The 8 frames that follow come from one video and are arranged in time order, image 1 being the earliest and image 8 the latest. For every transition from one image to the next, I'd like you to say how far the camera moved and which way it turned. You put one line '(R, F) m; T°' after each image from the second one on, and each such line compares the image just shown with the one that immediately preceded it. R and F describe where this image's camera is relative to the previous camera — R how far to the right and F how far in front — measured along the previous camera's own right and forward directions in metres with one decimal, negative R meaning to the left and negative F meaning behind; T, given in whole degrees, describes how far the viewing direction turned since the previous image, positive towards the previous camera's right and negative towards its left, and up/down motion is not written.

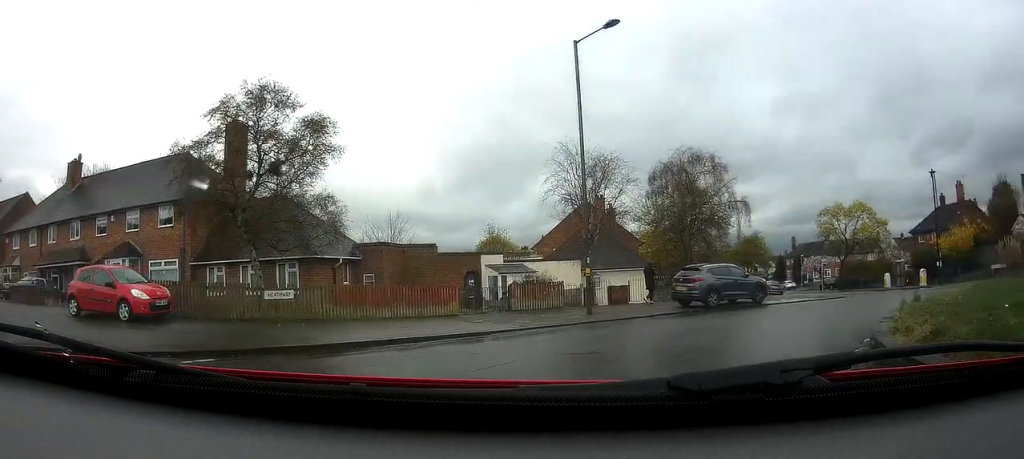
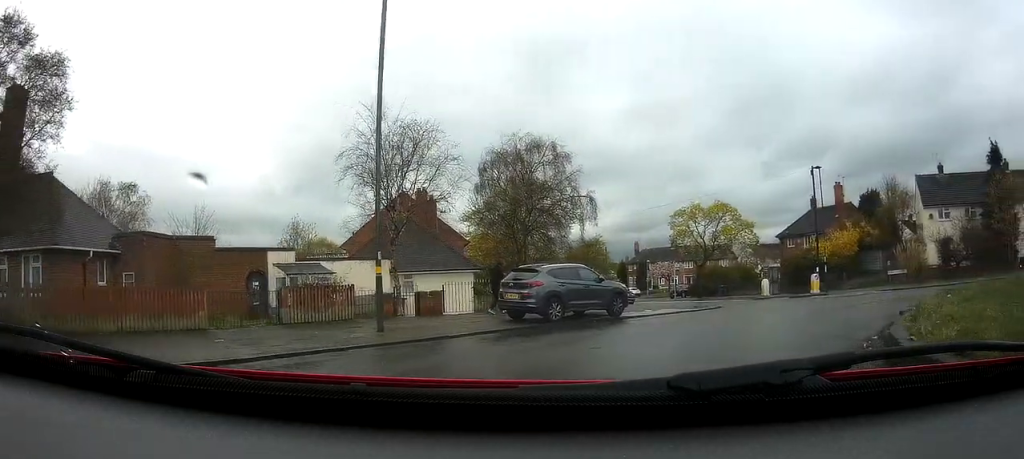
(+1.1, +6.1) m; +19°
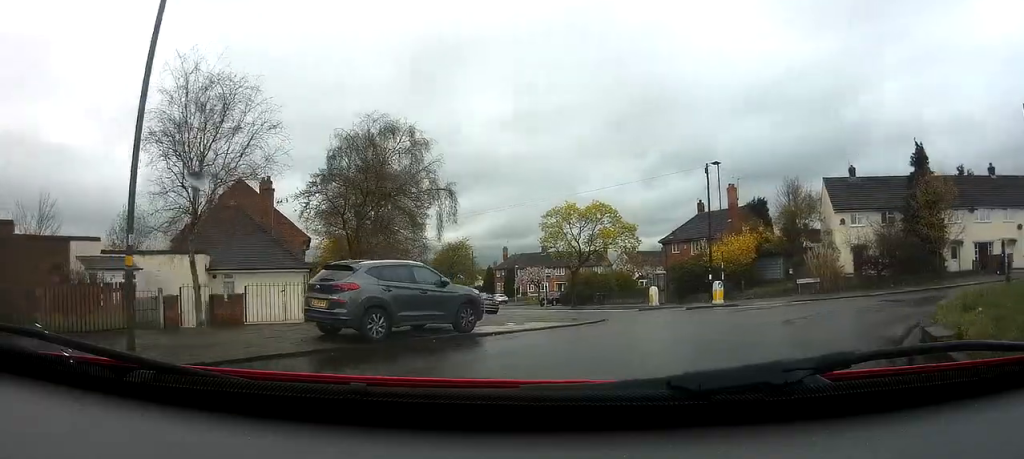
(+0.9, +5.0) m; +8°
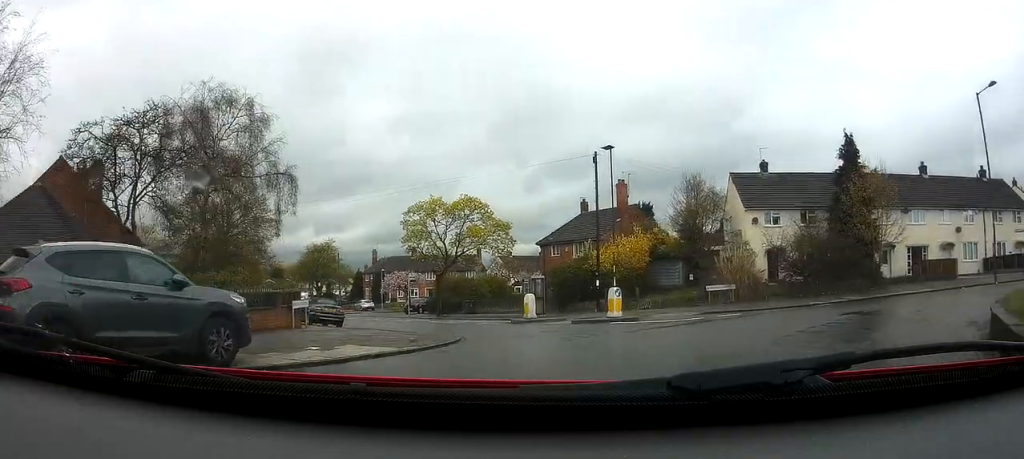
(+0.3, +5.9) m; +6°
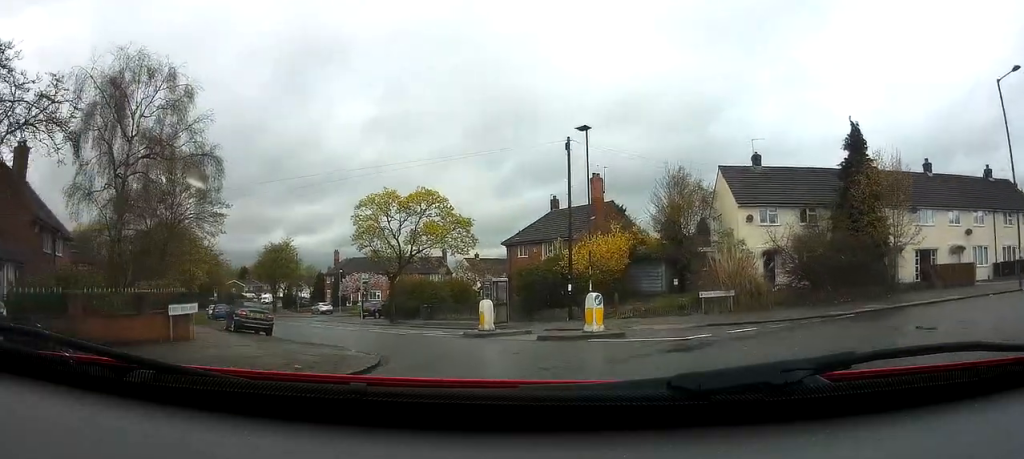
(+0.2, +4.5) m; +2°
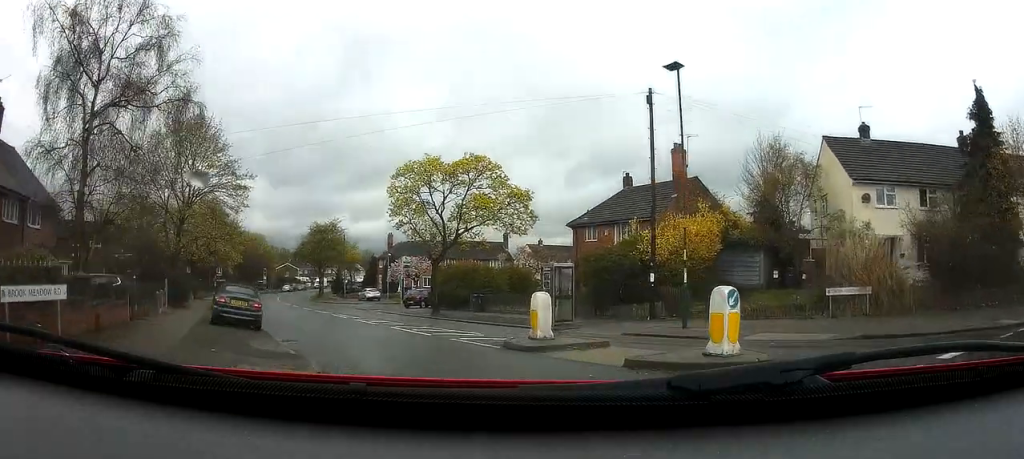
(+0.2, +6.3) m; -4°
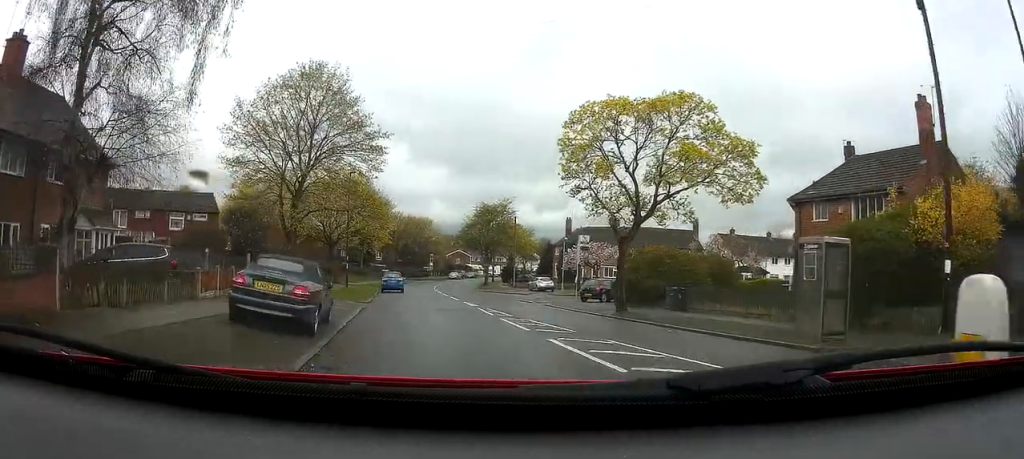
(-1.2, +8.7) m; -12°
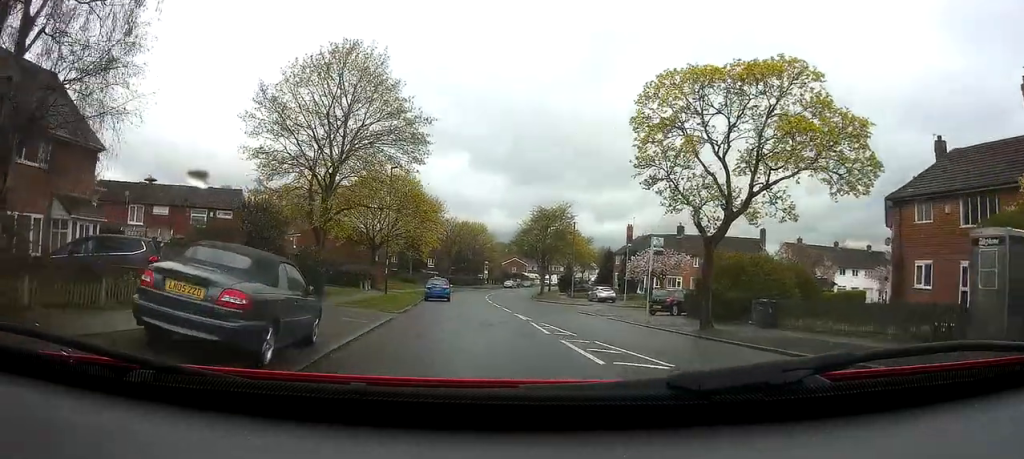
(-0.2, +4.3) m; -3°
